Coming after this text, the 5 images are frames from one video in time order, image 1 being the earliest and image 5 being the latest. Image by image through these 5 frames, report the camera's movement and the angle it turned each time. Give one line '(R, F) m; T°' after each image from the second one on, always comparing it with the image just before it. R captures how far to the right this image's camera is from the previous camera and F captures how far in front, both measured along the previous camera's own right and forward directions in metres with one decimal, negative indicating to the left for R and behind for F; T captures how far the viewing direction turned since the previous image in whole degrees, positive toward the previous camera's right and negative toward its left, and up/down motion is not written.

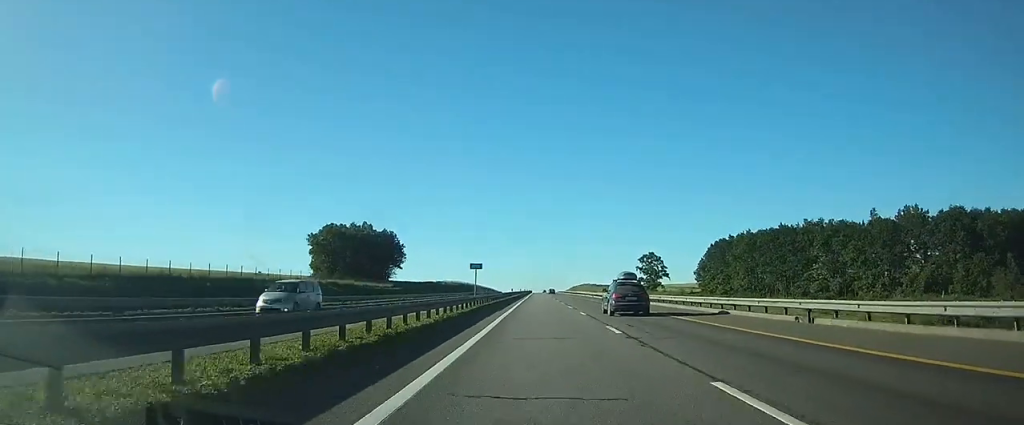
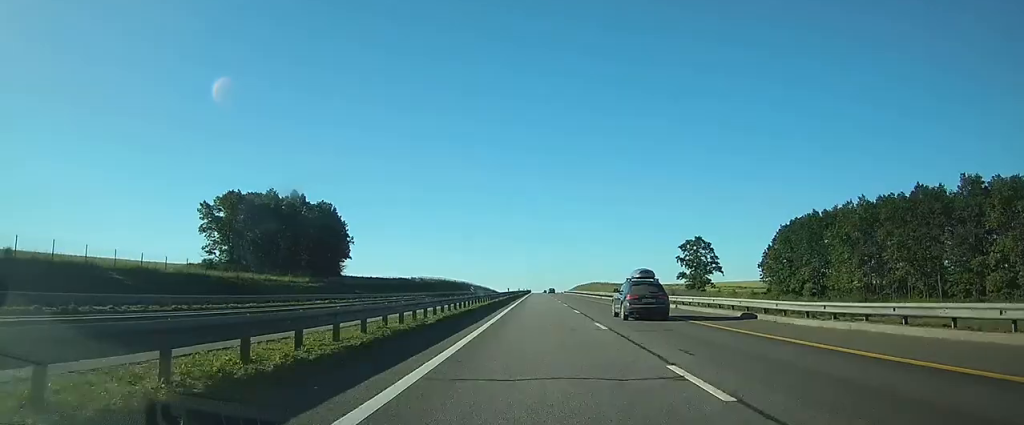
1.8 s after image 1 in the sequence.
(+0.1, +58.7) m; 0°
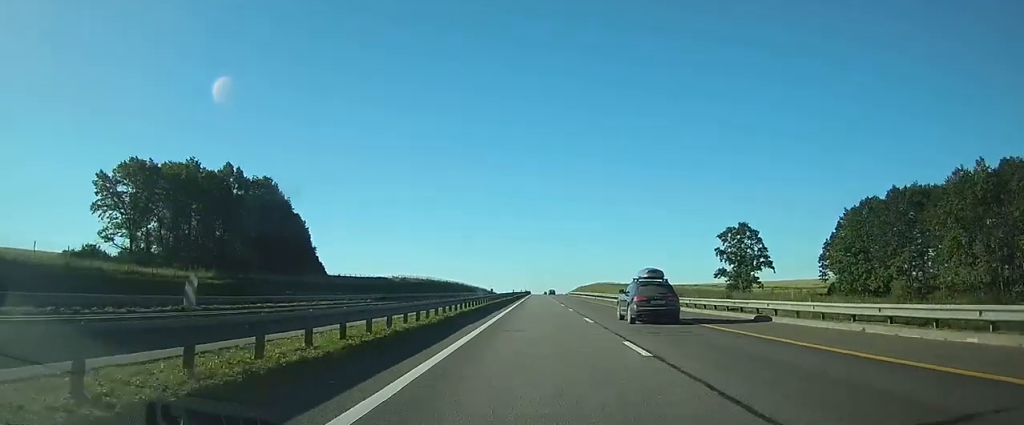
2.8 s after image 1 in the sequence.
(0.0, +31.8) m; 0°
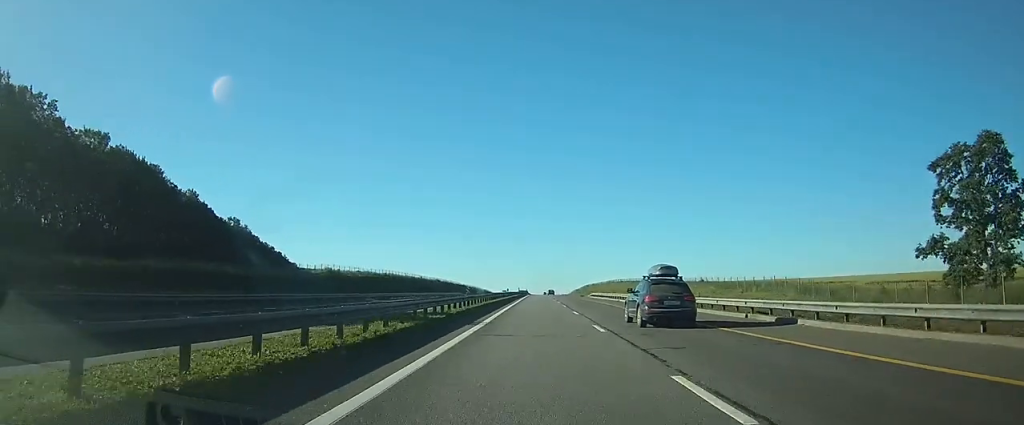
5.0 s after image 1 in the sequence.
(+0.1, +66.7) m; 0°
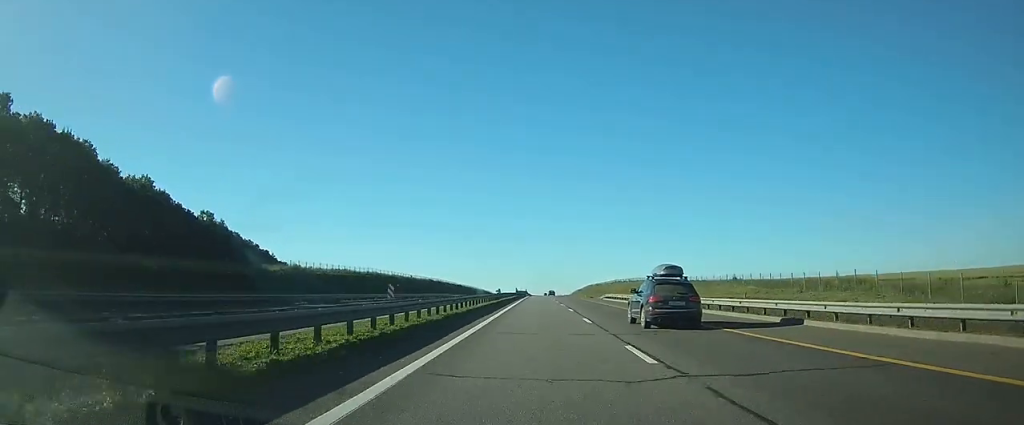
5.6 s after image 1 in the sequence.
(0.0, +19.5) m; 0°
